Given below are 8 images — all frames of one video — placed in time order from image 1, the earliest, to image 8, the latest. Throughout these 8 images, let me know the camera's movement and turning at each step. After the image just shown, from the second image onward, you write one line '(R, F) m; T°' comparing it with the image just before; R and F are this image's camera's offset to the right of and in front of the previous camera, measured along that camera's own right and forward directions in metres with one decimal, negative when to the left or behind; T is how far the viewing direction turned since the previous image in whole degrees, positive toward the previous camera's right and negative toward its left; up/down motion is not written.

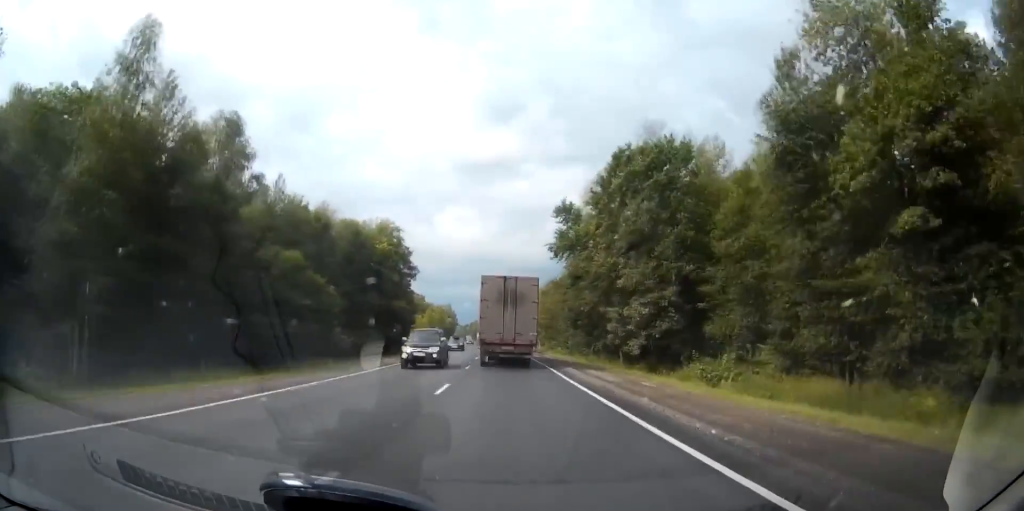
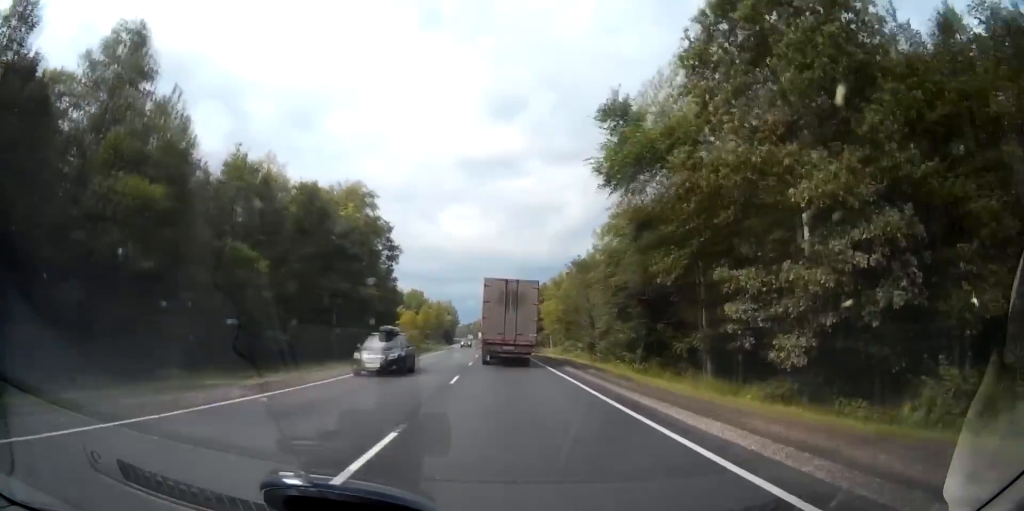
(-0.3, +20.2) m; 0°
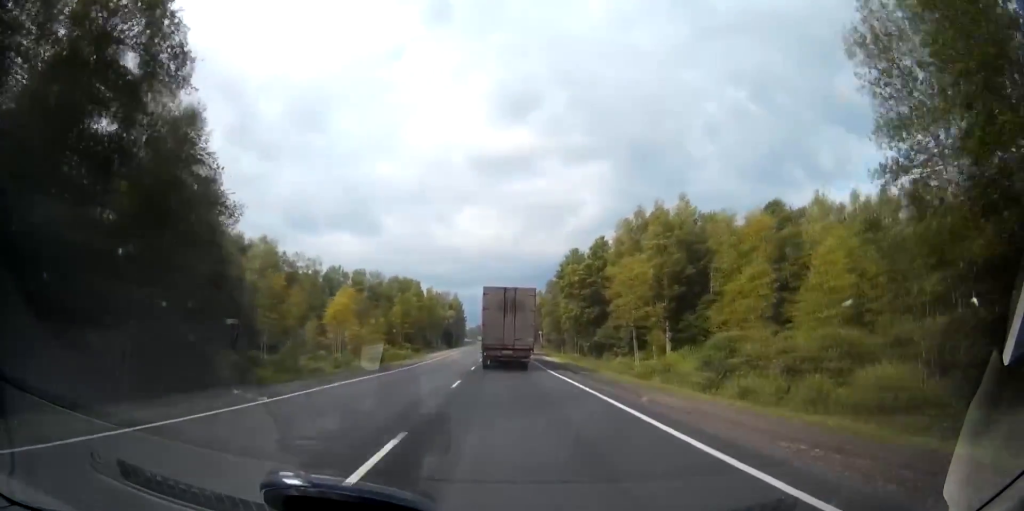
(-0.3, +58.6) m; -1°
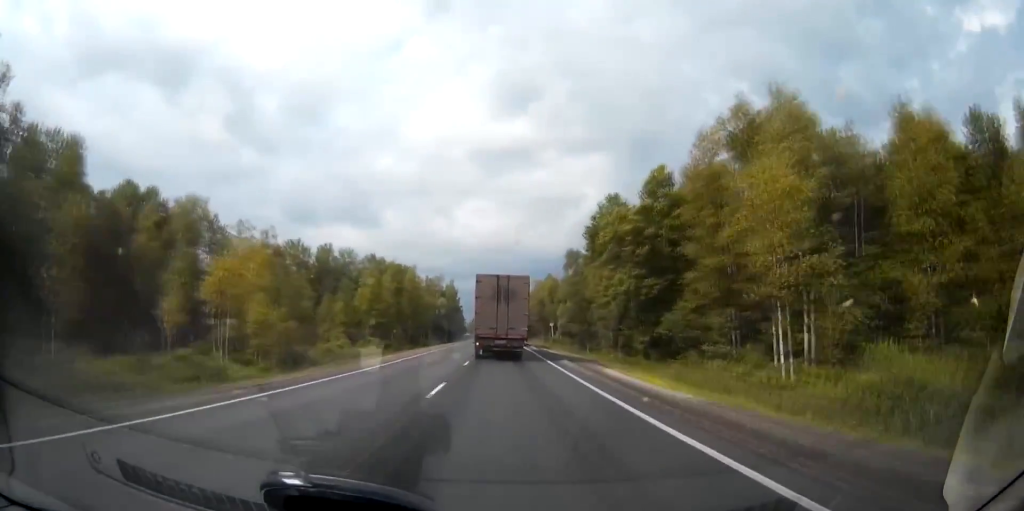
(-0.2, +26.9) m; -1°
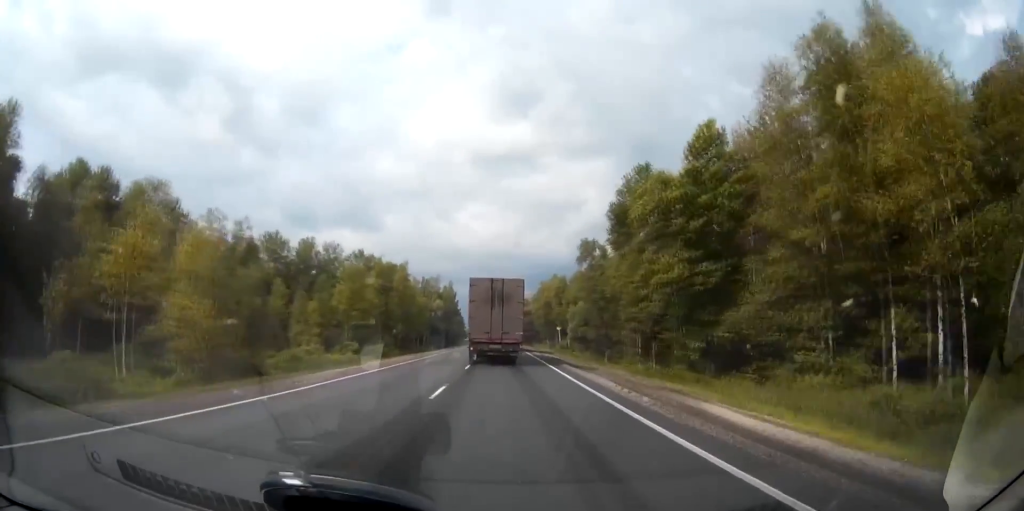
(-0.1, +11.5) m; 0°
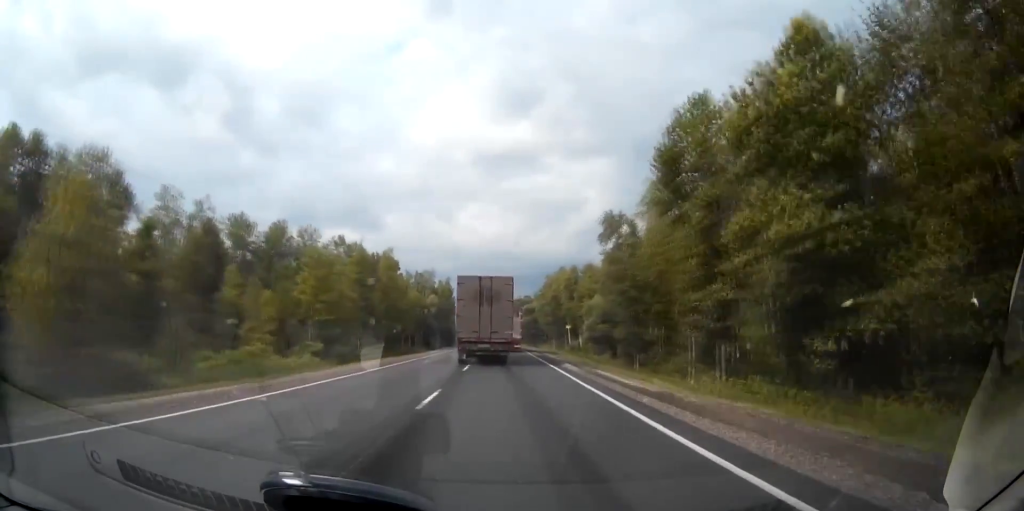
(0.0, +13.5) m; 0°
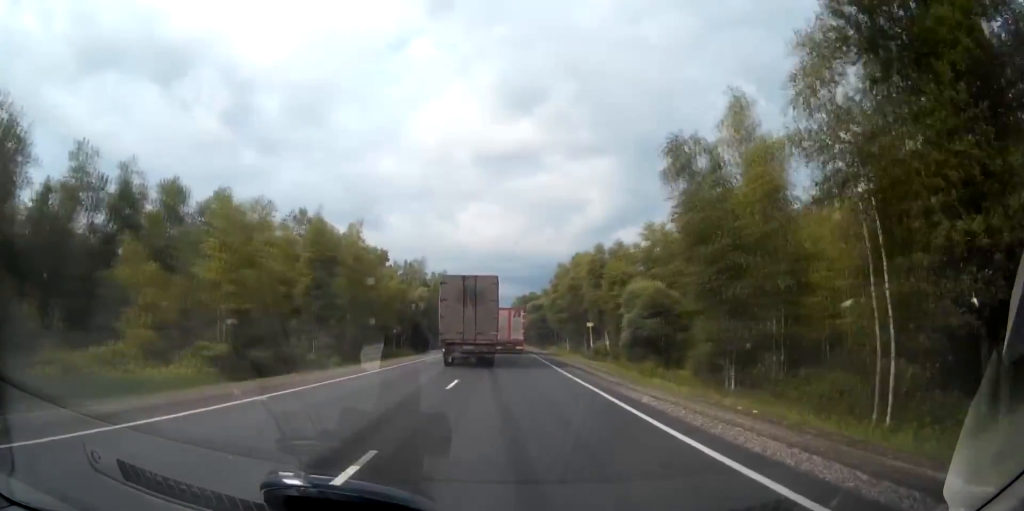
(+0.1, +19.4) m; 0°
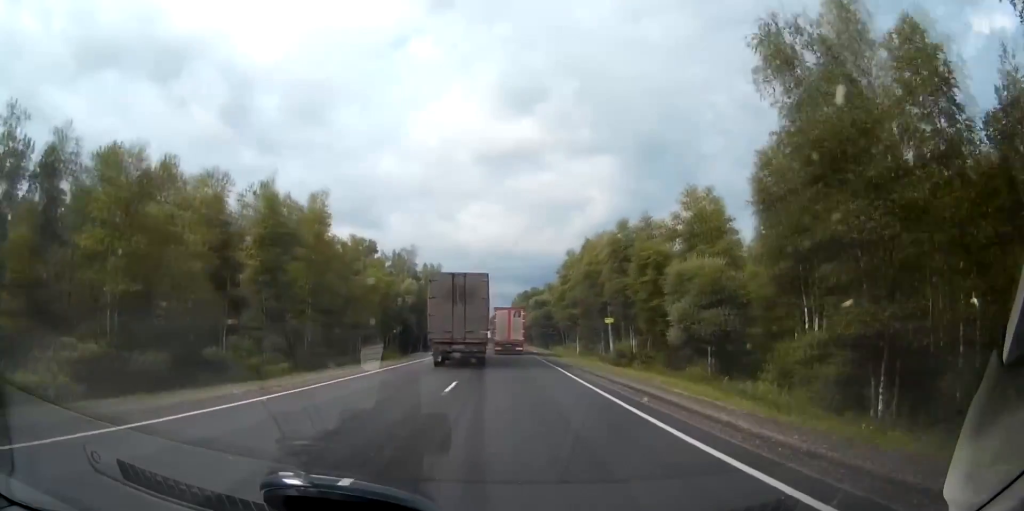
(-0.1, +12.7) m; 0°
